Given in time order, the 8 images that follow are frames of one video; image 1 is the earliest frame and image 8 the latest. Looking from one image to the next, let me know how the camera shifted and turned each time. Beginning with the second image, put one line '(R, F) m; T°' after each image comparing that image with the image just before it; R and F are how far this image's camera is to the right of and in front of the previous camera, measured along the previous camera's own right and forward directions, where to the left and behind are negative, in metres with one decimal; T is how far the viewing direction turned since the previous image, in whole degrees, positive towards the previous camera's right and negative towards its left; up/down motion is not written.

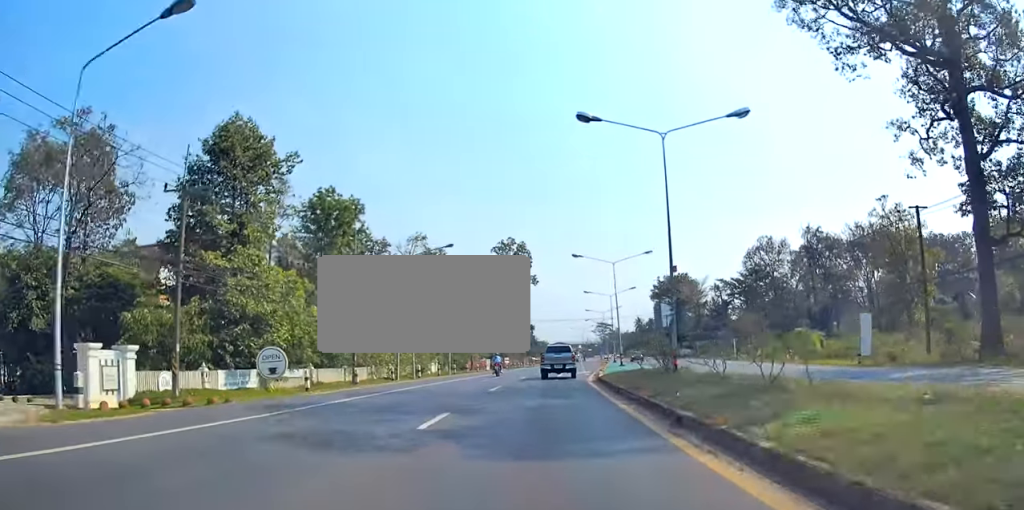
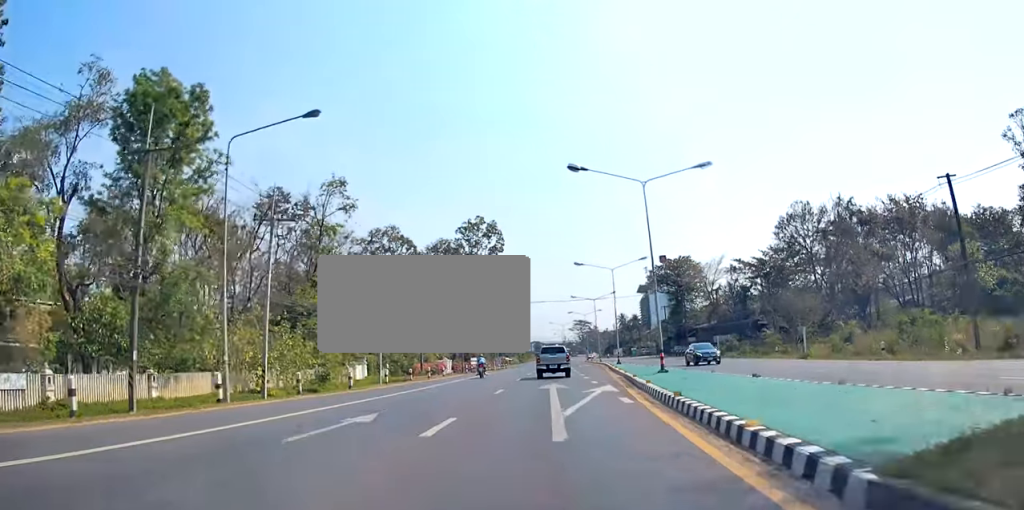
(+0.9, +25.6) m; +3°
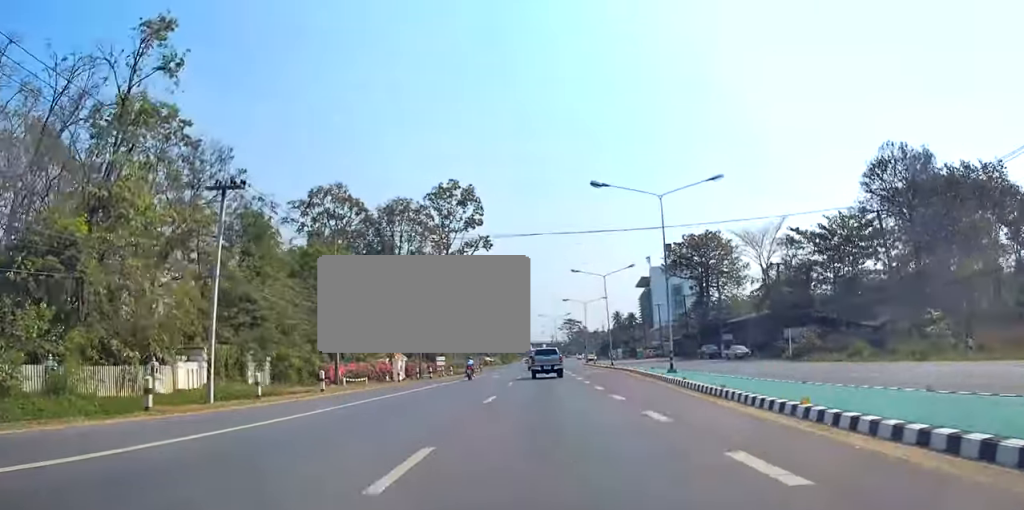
(+0.3, +26.8) m; +2°
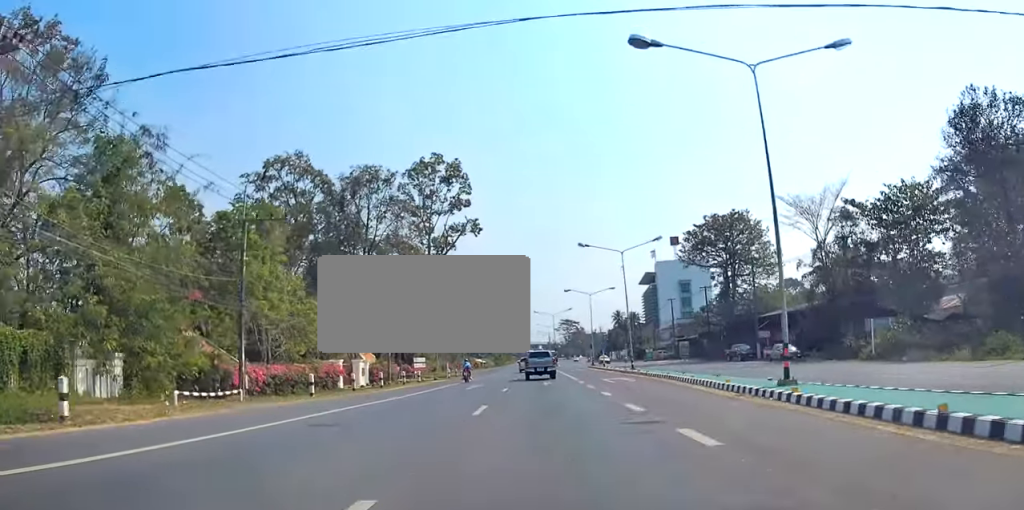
(+0.2, +15.3) m; 0°
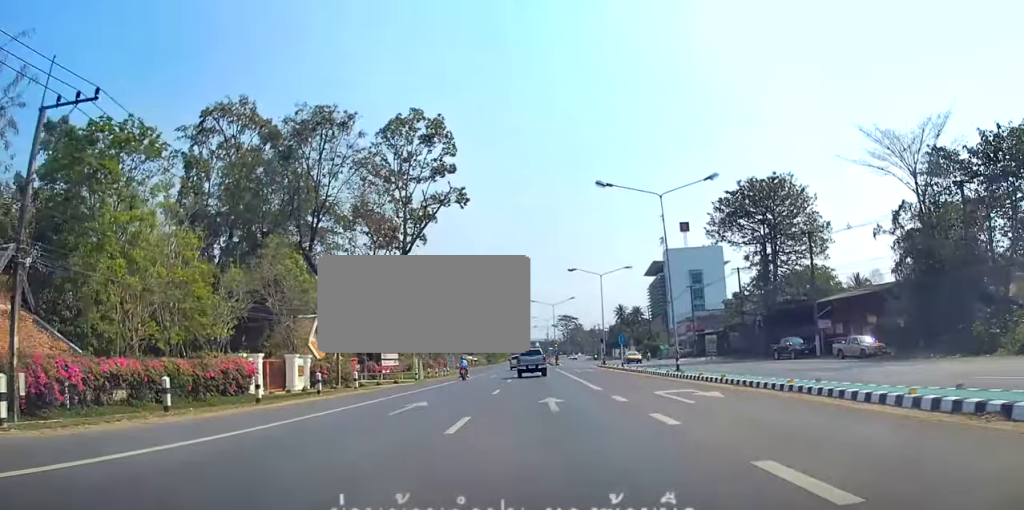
(-0.1, +15.7) m; 0°
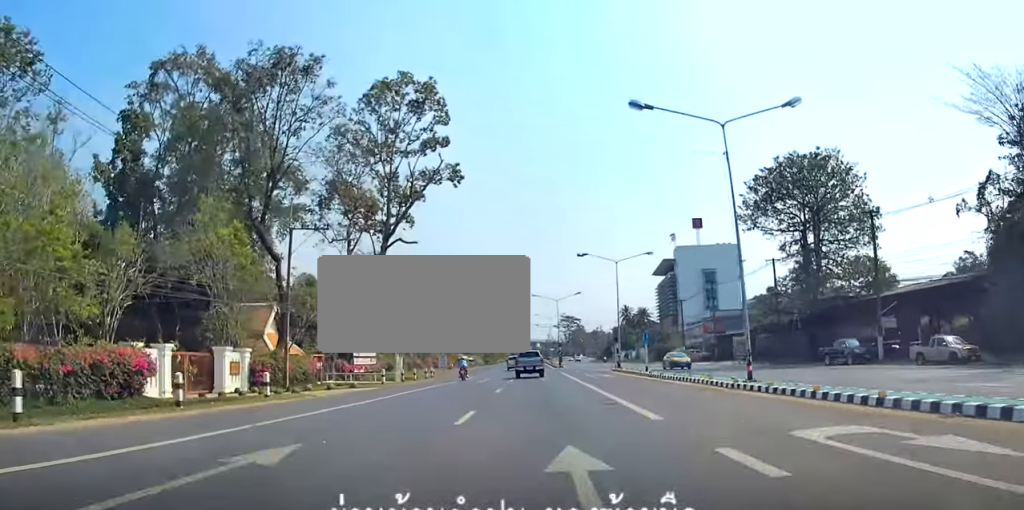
(0.0, +10.8) m; 0°
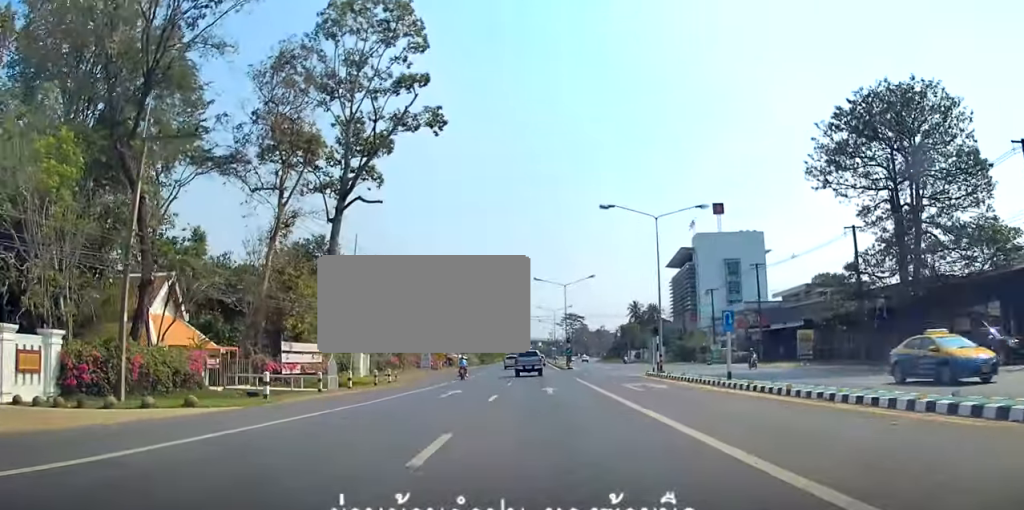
(+0.2, +15.3) m; 0°
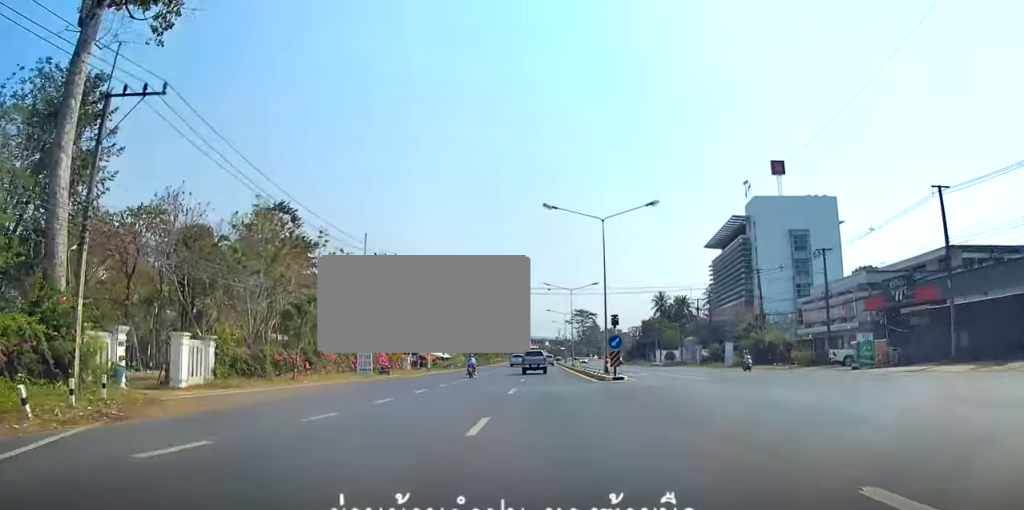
(-0.5, +32.0) m; -2°
